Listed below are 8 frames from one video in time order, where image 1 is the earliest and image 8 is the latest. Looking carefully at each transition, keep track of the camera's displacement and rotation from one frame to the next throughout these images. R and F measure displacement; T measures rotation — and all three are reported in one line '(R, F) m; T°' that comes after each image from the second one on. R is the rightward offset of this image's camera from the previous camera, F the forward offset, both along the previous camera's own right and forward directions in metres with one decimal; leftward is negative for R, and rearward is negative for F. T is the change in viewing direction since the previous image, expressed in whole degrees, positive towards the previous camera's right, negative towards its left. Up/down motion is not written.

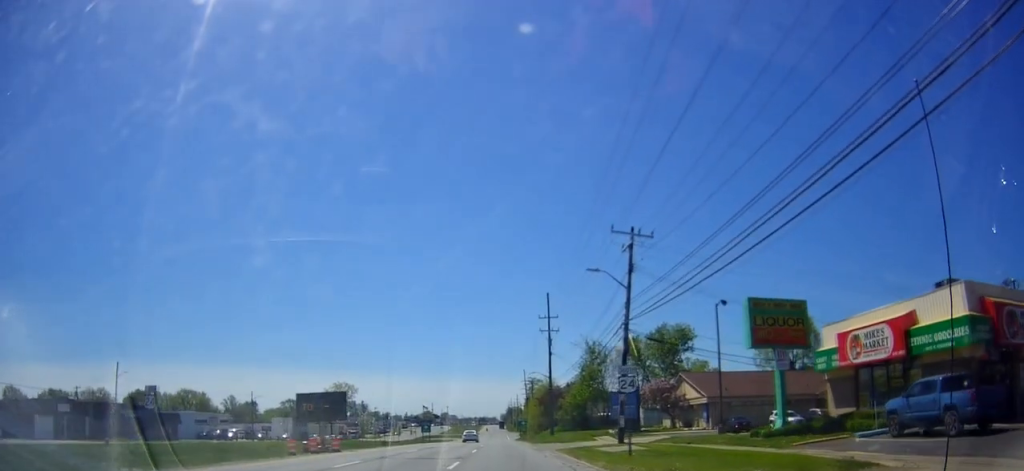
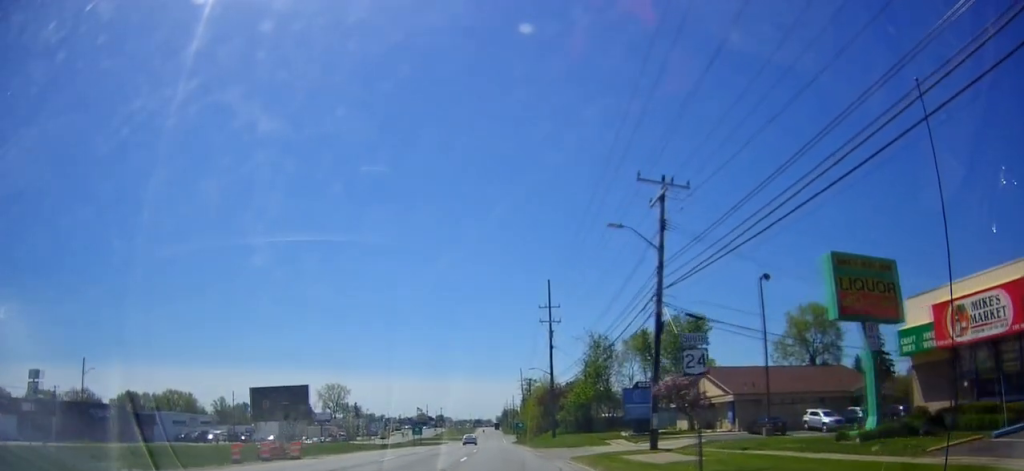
(+0.6, +6.8) m; +5°
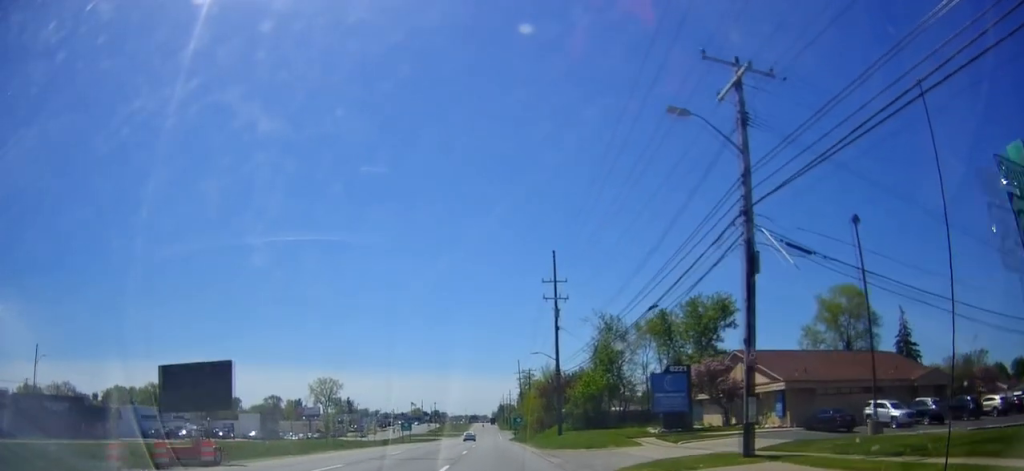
(+0.2, +9.4) m; +1°
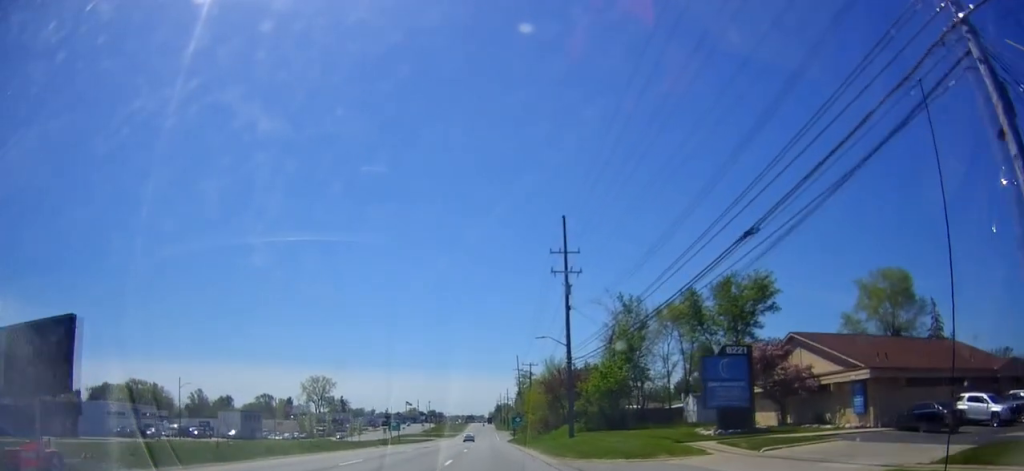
(0.0, +10.4) m; 0°
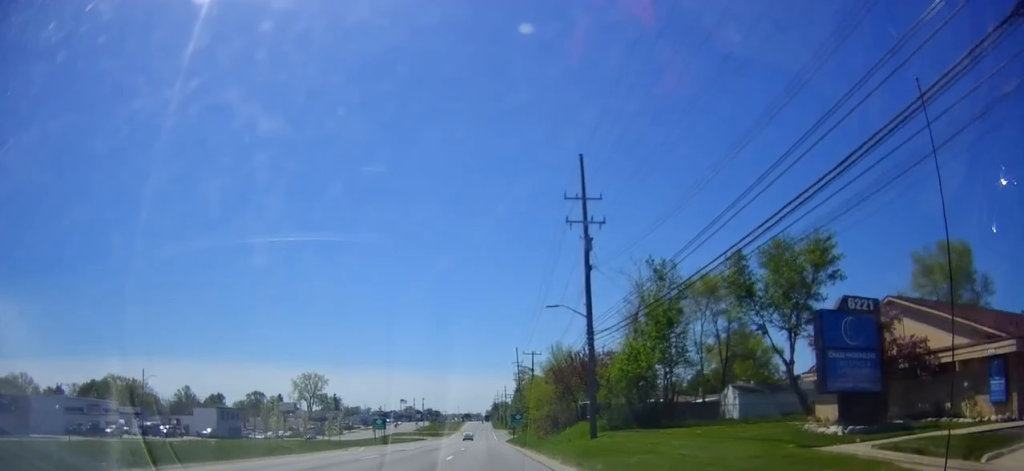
(0.0, +11.5) m; 0°
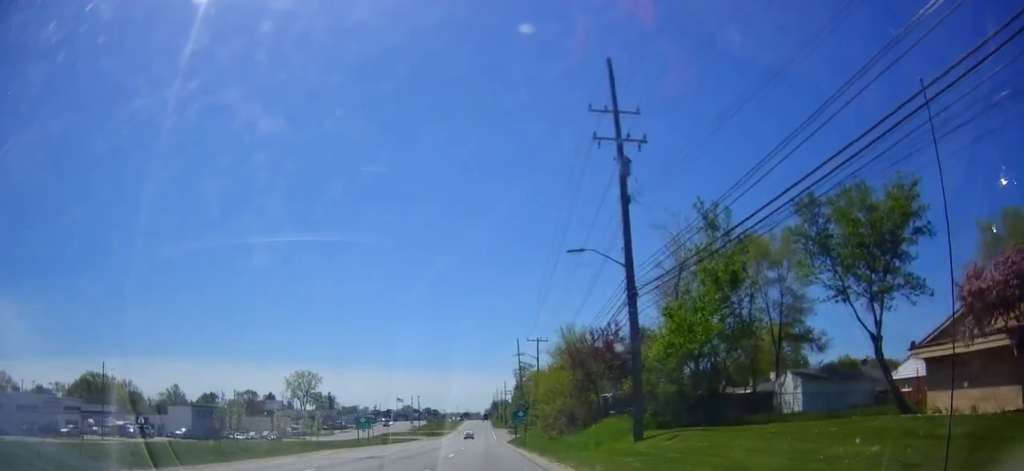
(0.0, +11.4) m; -1°
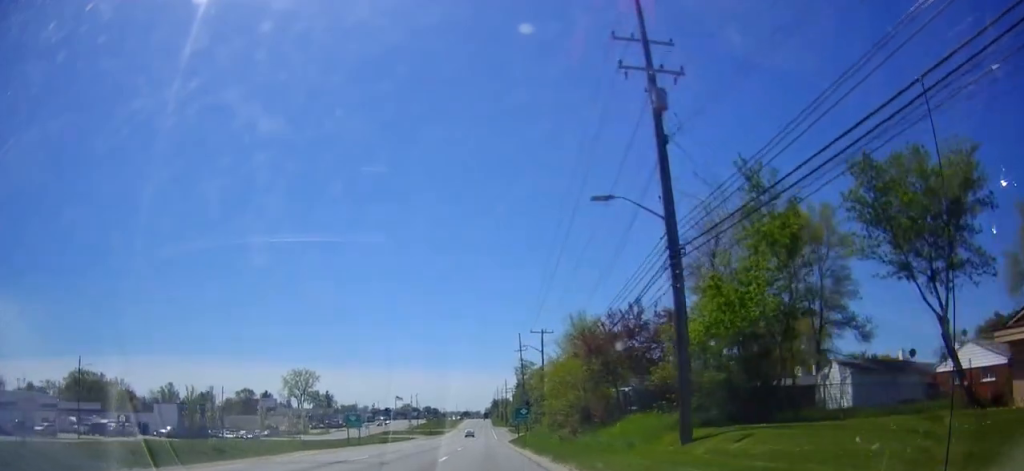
(+0.1, +6.2) m; -1°
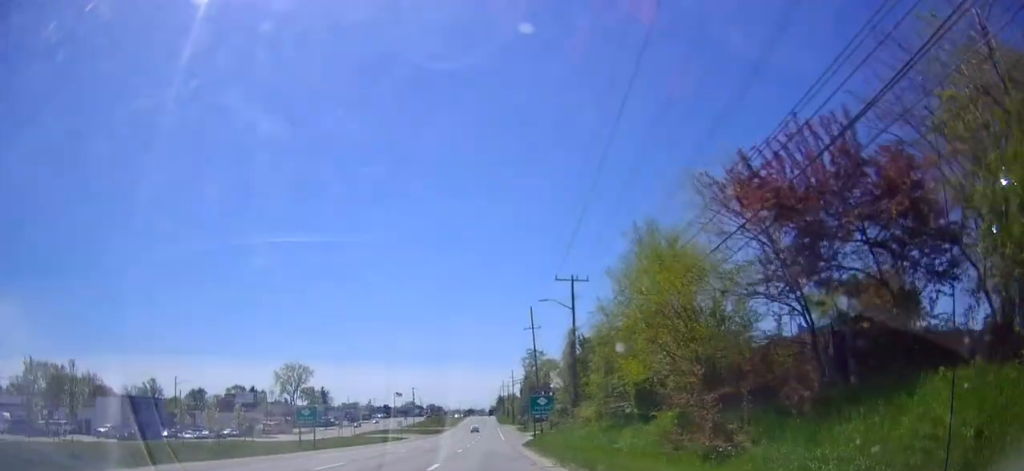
(-0.8, +22.2) m; -2°
